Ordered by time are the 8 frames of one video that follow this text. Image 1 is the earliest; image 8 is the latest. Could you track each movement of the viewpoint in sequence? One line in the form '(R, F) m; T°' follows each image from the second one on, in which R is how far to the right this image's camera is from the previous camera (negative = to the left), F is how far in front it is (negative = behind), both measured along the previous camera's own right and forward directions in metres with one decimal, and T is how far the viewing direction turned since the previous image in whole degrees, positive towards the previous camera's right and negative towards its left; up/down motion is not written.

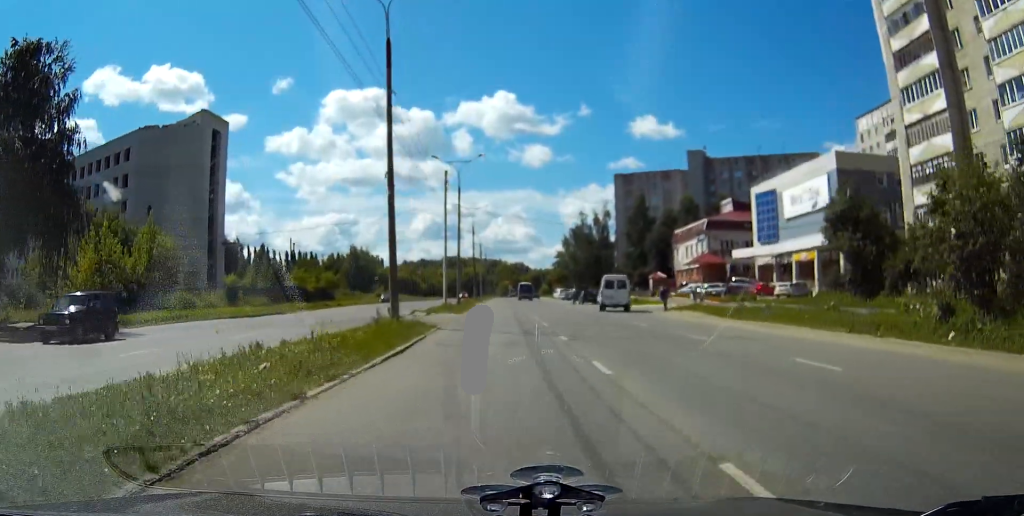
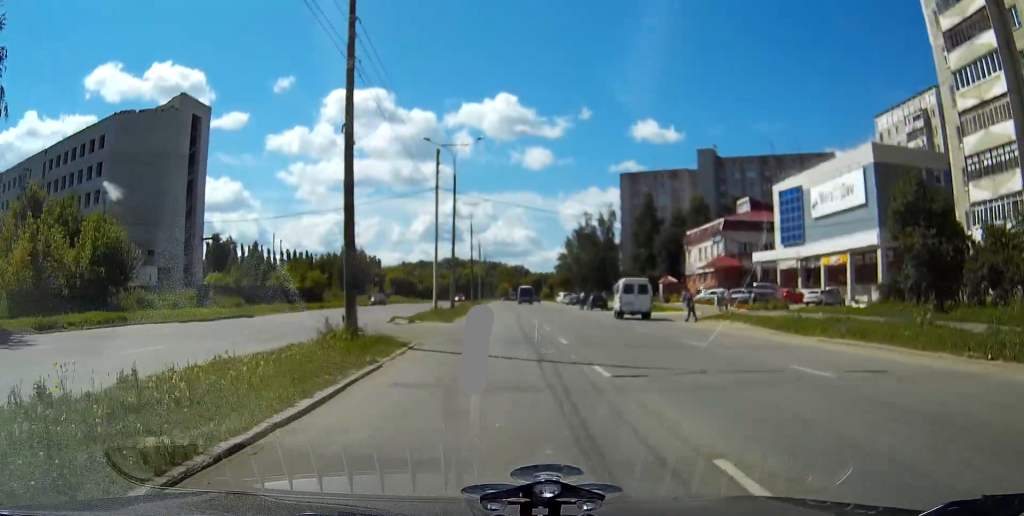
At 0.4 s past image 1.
(0.0, +7.7) m; 0°
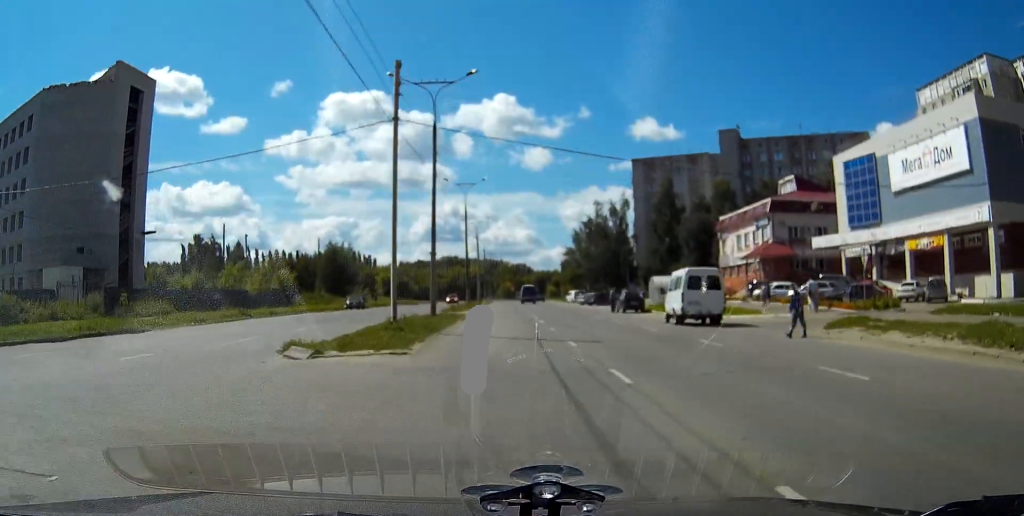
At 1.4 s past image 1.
(+0.1, +17.6) m; 0°
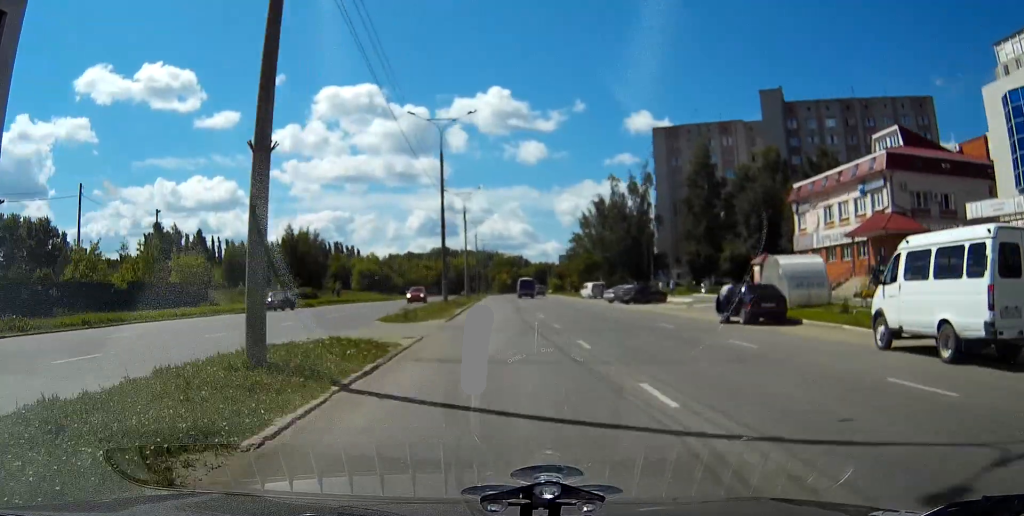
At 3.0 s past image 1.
(0.0, +27.6) m; 0°
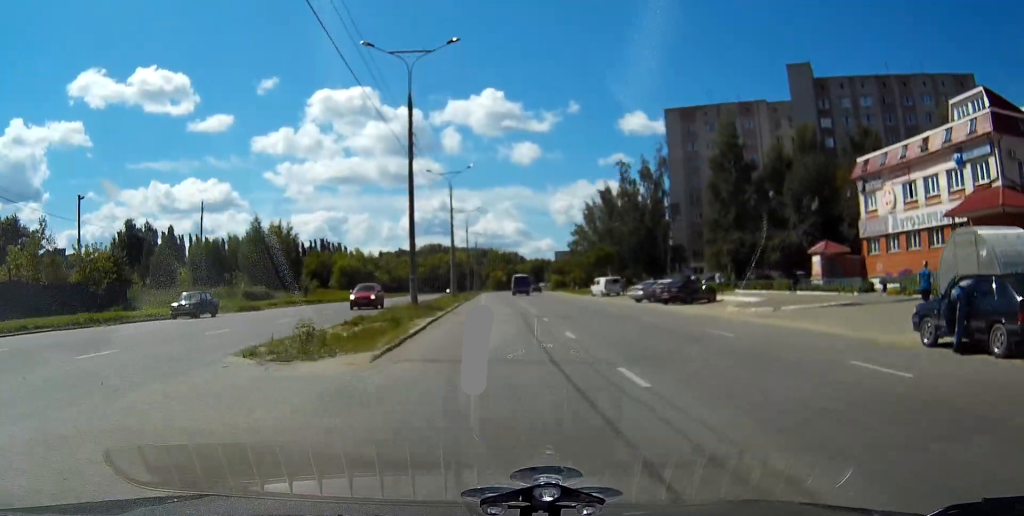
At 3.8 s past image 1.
(0.0, +15.4) m; 0°
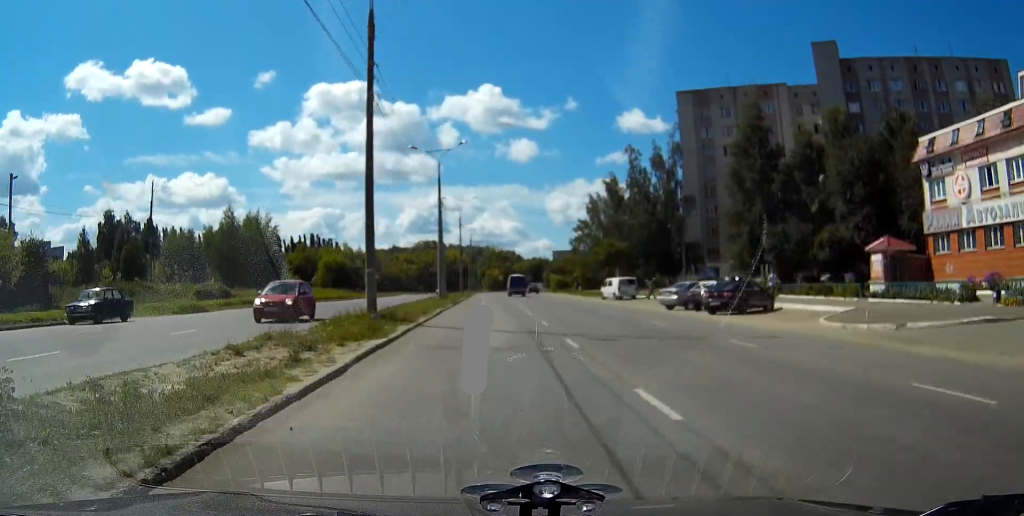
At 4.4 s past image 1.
(0.0, +11.0) m; 0°
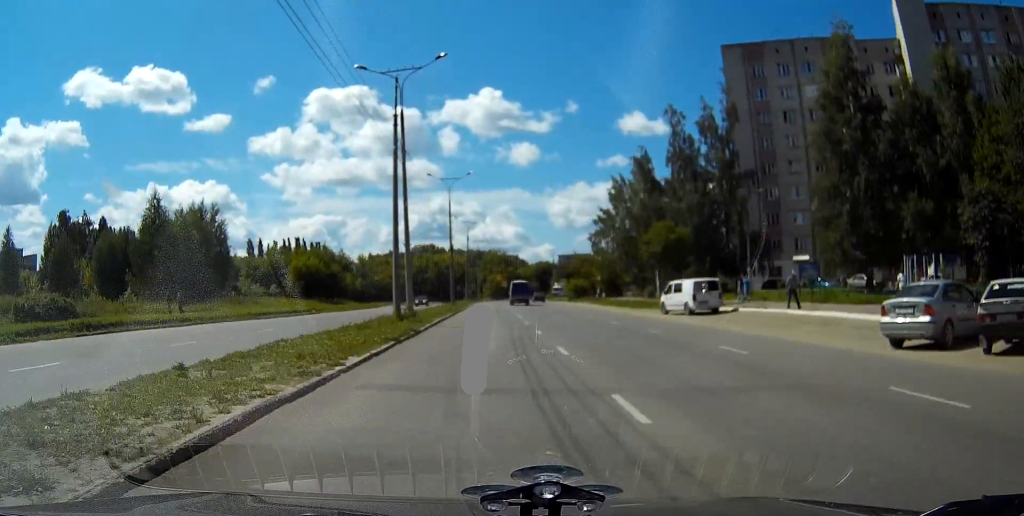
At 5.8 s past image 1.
(0.0, +24.7) m; 0°
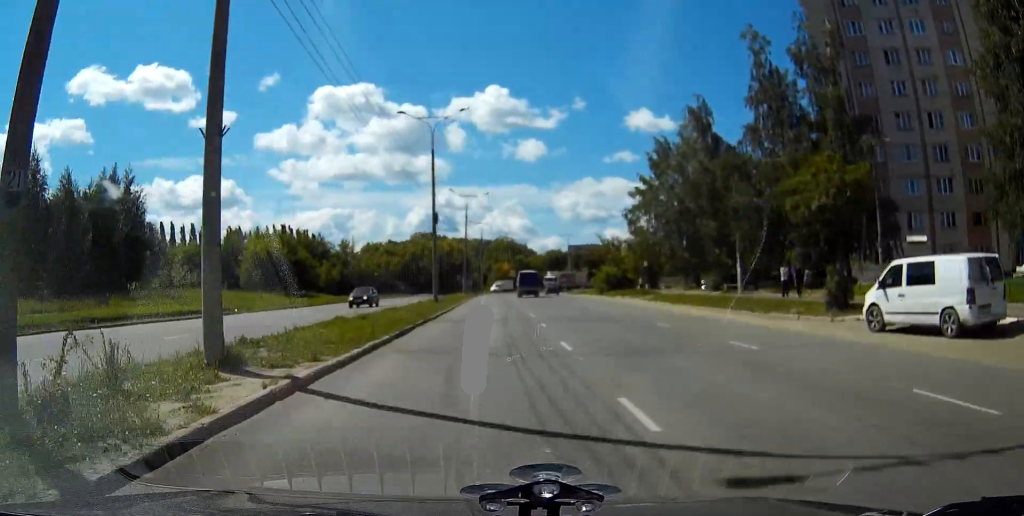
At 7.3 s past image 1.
(0.0, +25.8) m; 0°
